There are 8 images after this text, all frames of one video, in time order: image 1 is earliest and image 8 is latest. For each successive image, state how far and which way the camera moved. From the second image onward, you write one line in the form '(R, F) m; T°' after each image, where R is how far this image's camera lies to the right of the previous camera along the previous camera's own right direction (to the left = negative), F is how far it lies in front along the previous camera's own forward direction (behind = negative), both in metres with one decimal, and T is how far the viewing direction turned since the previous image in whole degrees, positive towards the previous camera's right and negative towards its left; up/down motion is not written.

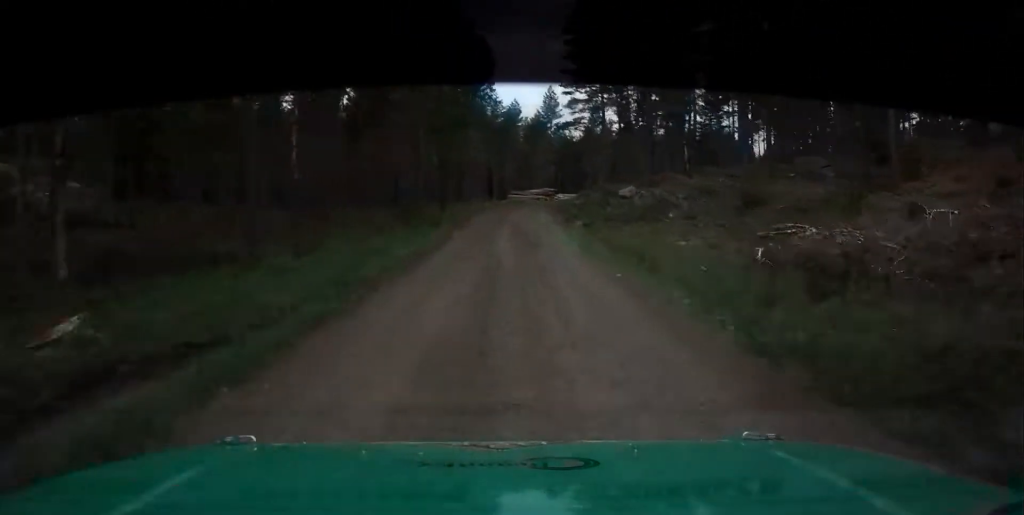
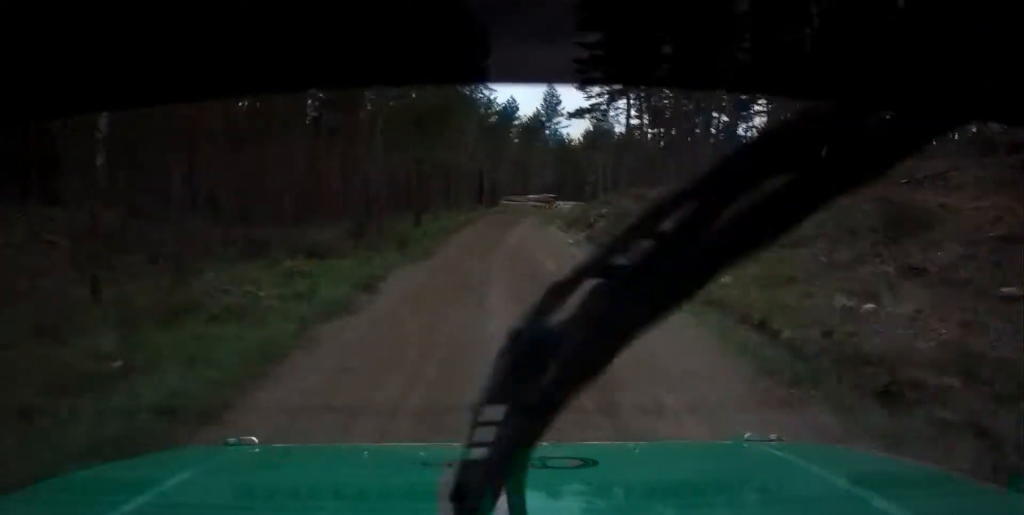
(-0.3, +14.1) m; 0°
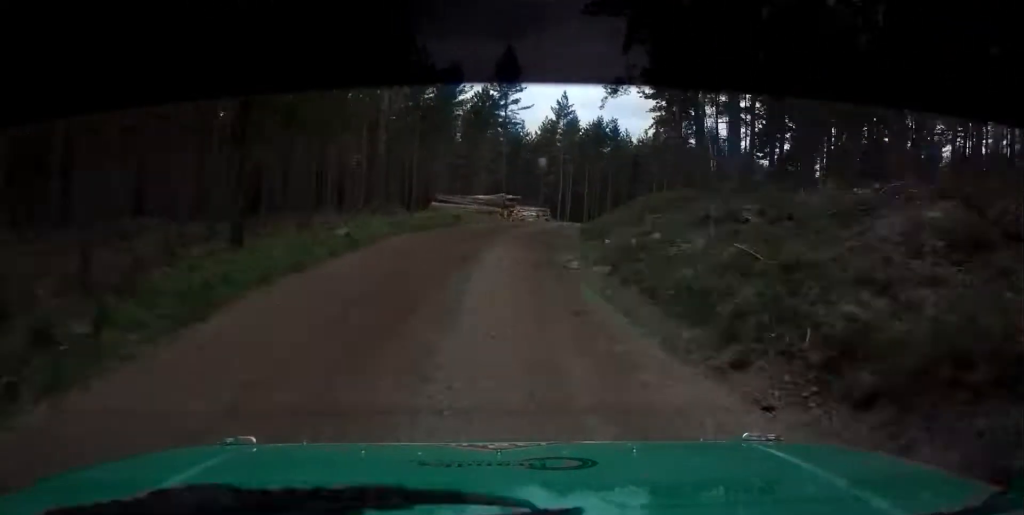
(+0.5, +28.7) m; +4°
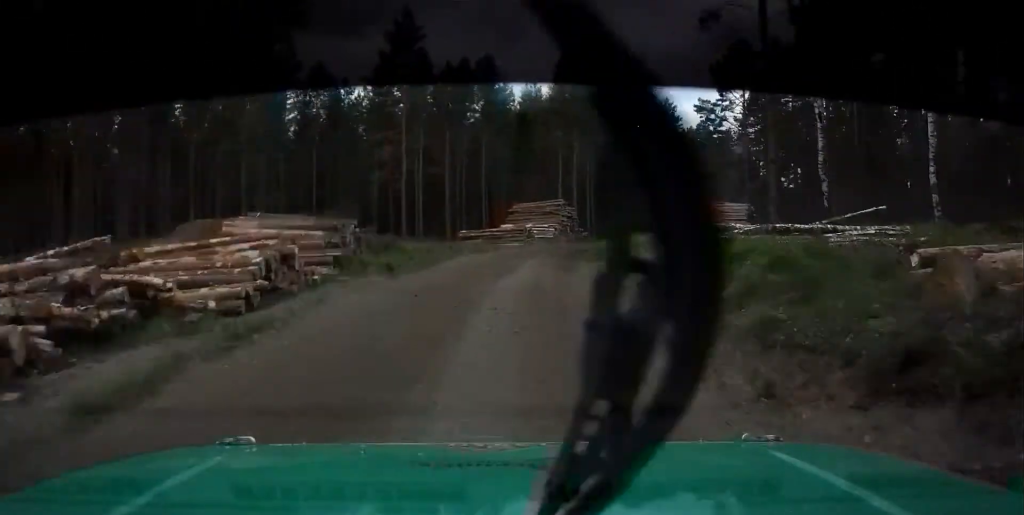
(+4.8, +48.4) m; +12°
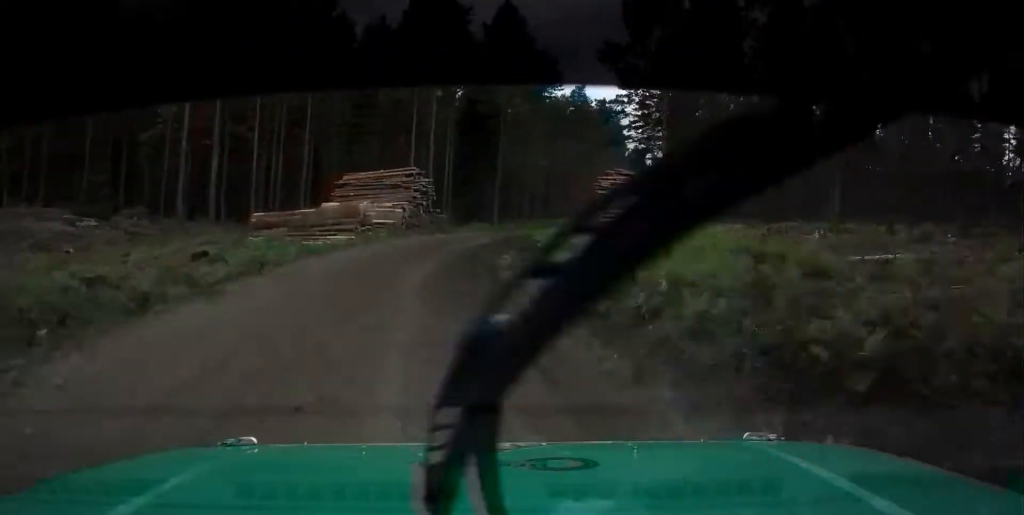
(+0.8, +21.0) m; +6°
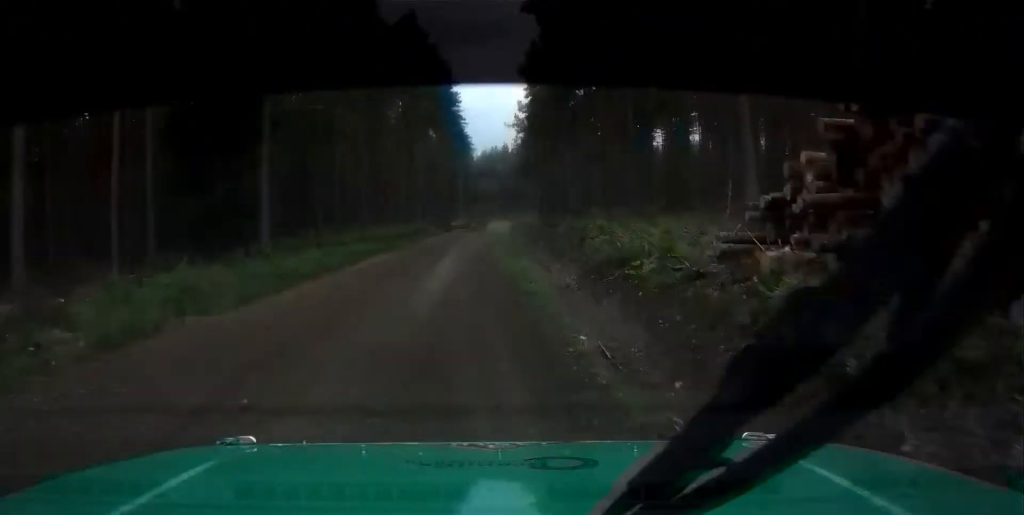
(+4.8, +42.1) m; +11°
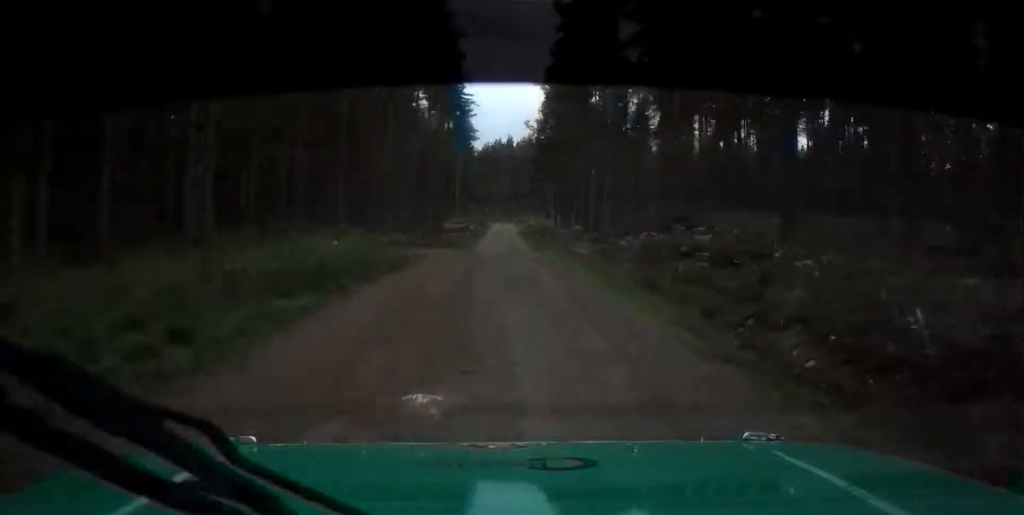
(+1.5, +27.4) m; +5°
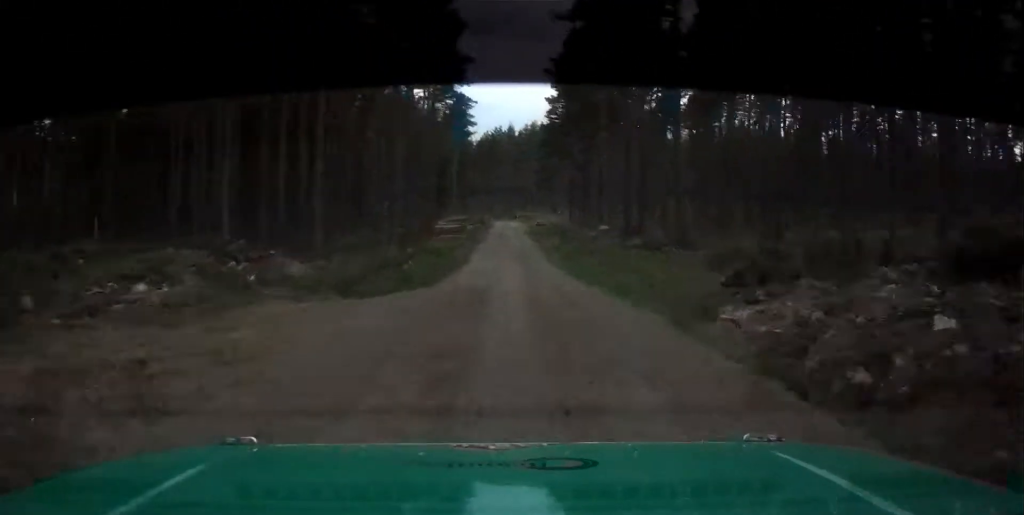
(+0.5, +18.9) m; +2°
